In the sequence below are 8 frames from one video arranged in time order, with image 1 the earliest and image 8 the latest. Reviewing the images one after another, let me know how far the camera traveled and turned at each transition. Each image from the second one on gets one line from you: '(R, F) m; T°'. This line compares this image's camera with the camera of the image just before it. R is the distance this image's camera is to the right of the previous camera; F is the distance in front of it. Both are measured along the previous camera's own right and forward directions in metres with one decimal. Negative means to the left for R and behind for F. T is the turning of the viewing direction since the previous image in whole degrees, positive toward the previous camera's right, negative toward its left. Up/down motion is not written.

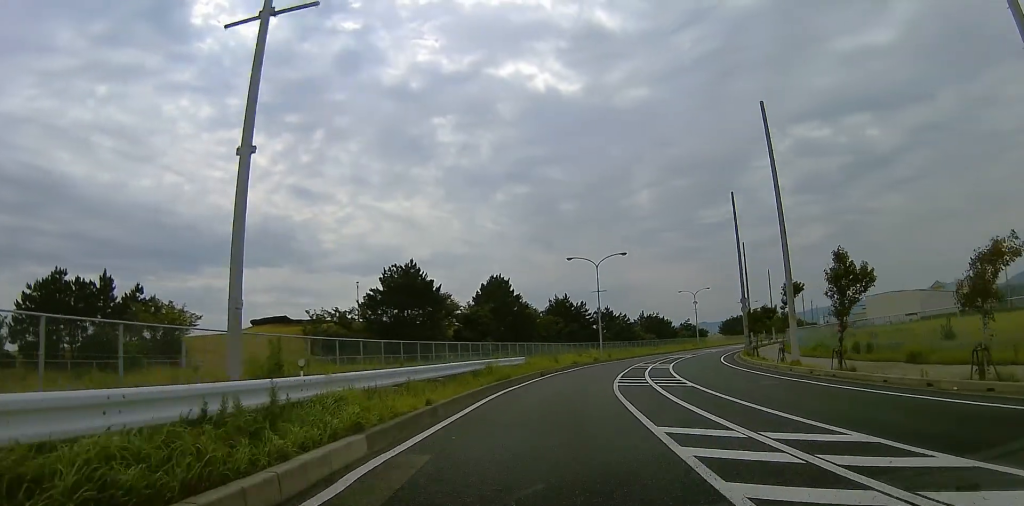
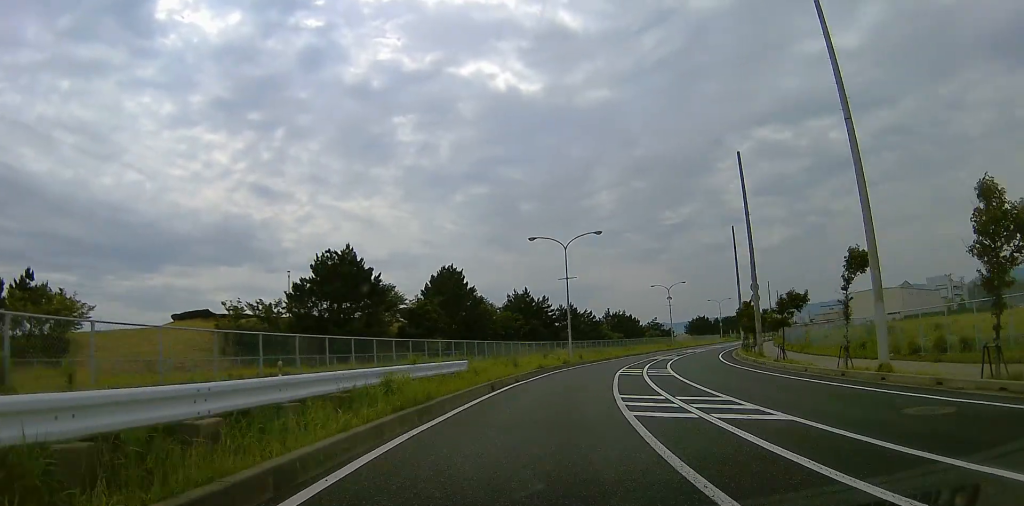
(0.0, +10.7) m; 0°
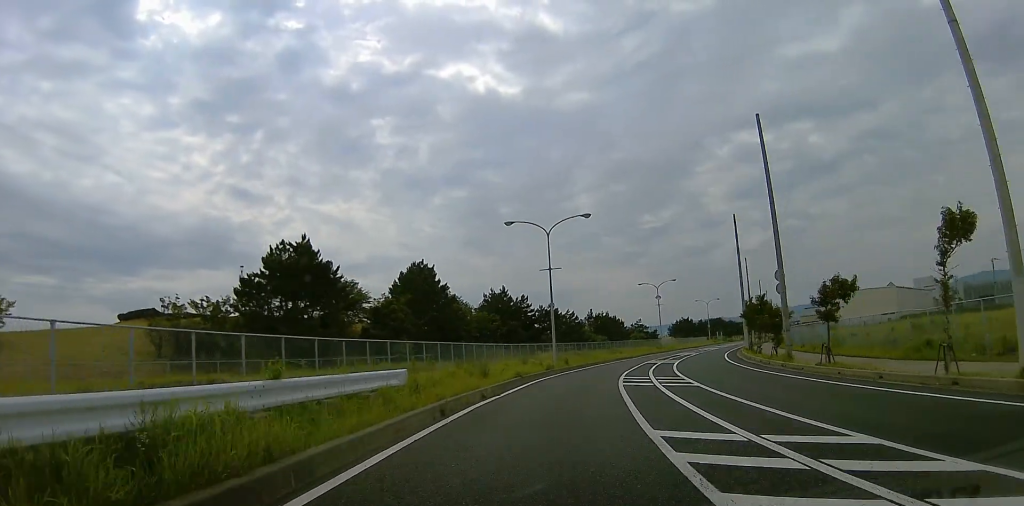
(0.0, +7.2) m; 0°
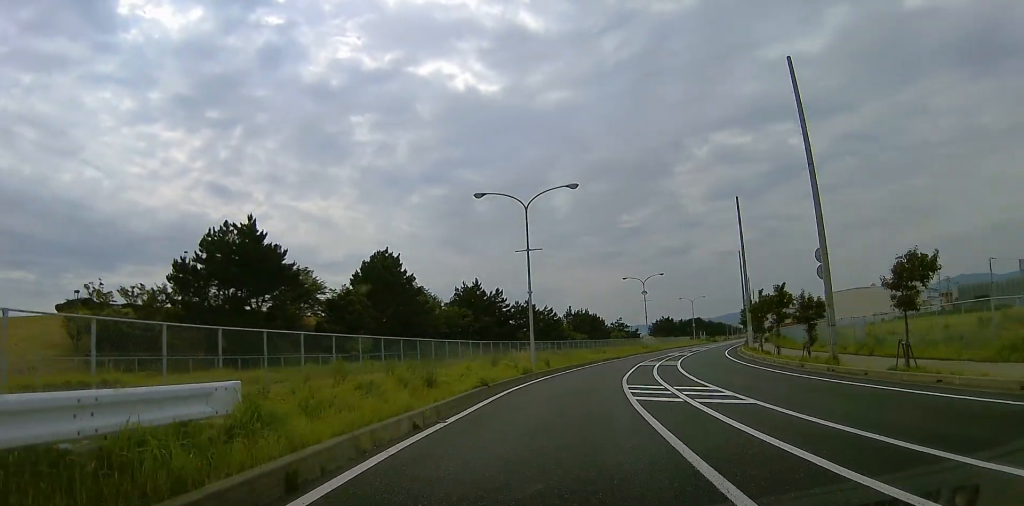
(0.0, +7.2) m; +3°
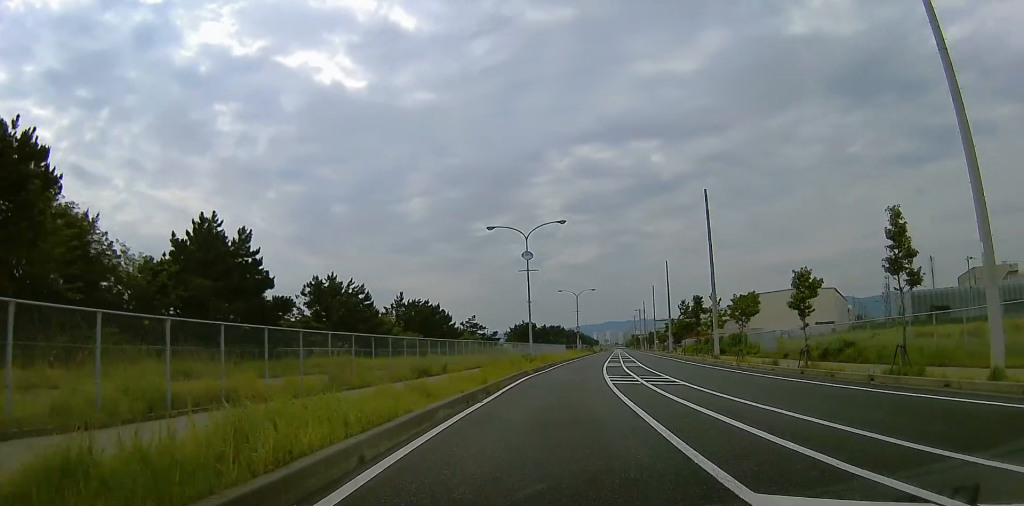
(+9.6, +36.8) m; +27°
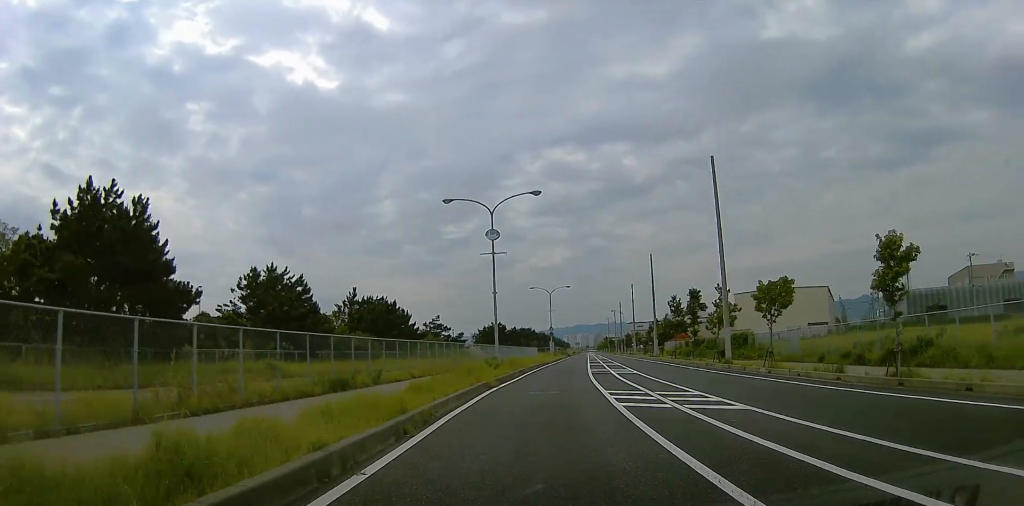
(+0.1, +8.4) m; +1°
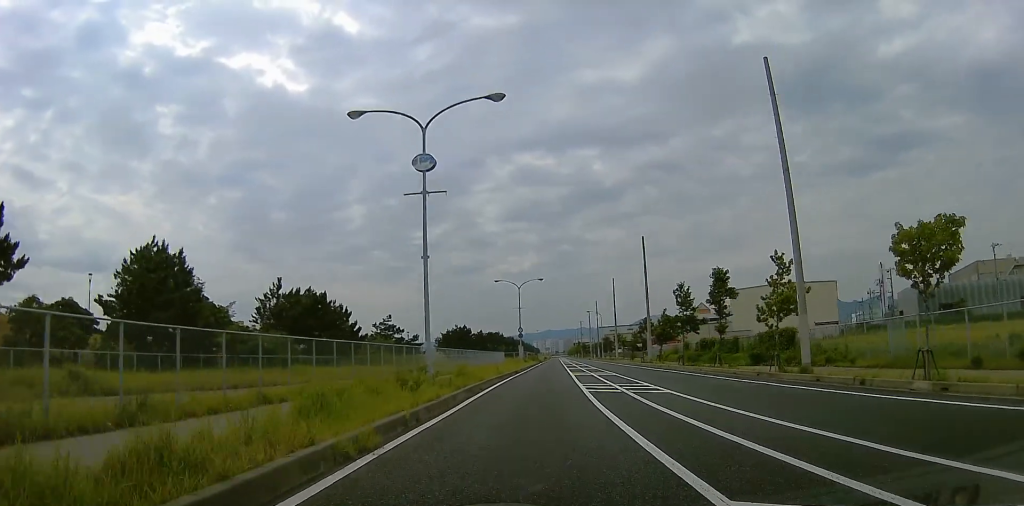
(+0.1, +13.5) m; +3°
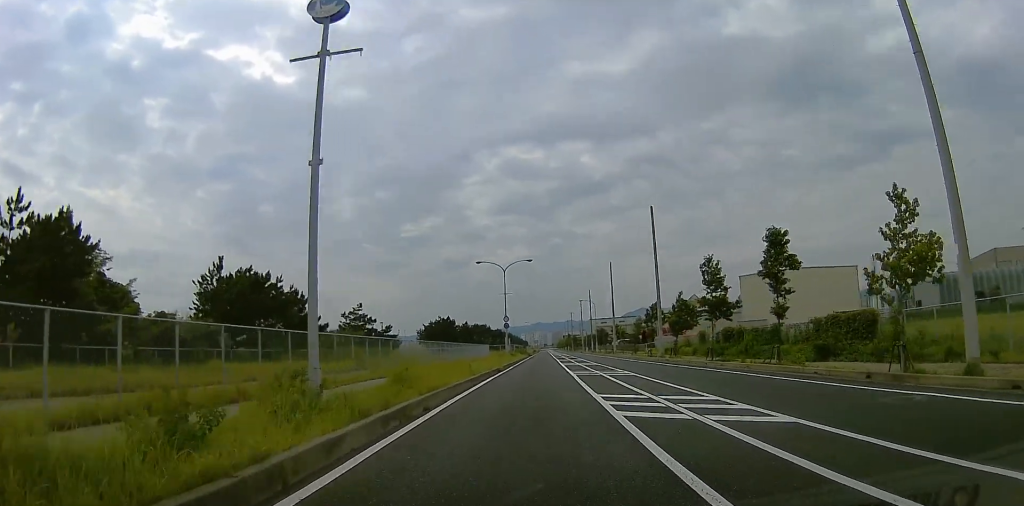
(+0.4, +9.6) m; +4°
